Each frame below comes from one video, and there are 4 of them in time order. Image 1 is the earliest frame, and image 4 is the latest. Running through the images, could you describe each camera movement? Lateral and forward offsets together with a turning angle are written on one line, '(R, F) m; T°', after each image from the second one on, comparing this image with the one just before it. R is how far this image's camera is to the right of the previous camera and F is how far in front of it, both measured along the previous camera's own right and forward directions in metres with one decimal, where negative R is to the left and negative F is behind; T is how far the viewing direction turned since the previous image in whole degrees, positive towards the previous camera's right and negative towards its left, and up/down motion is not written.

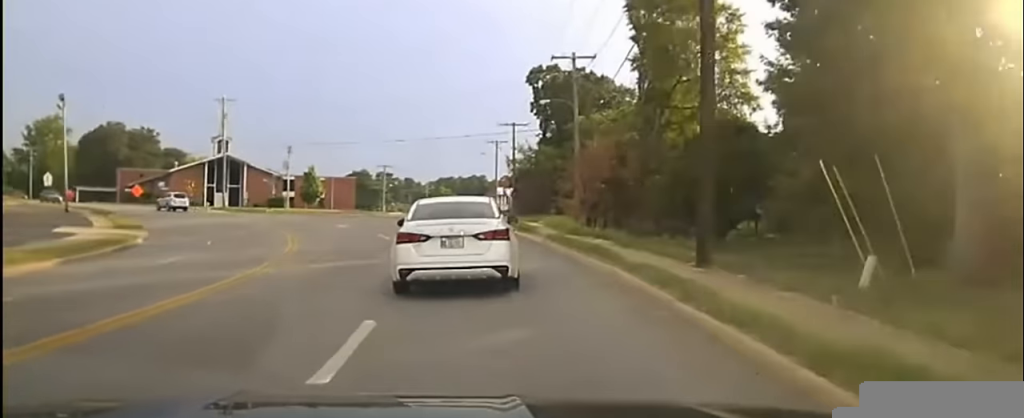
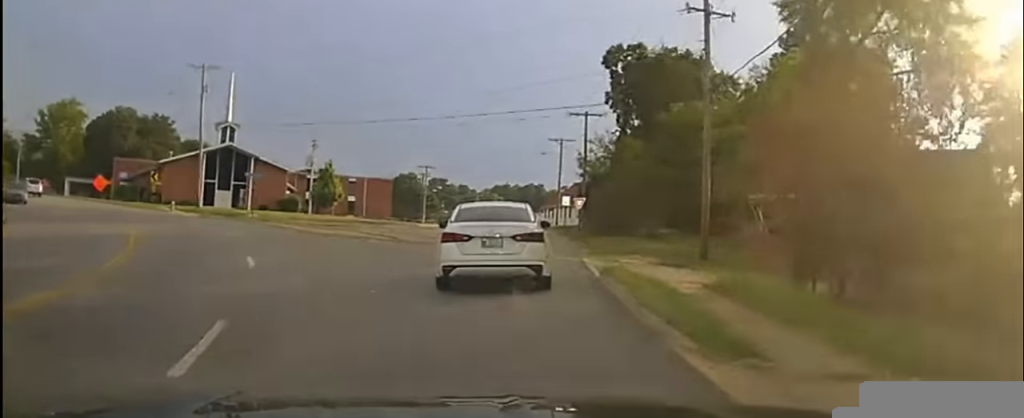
(-0.6, +27.2) m; -4°
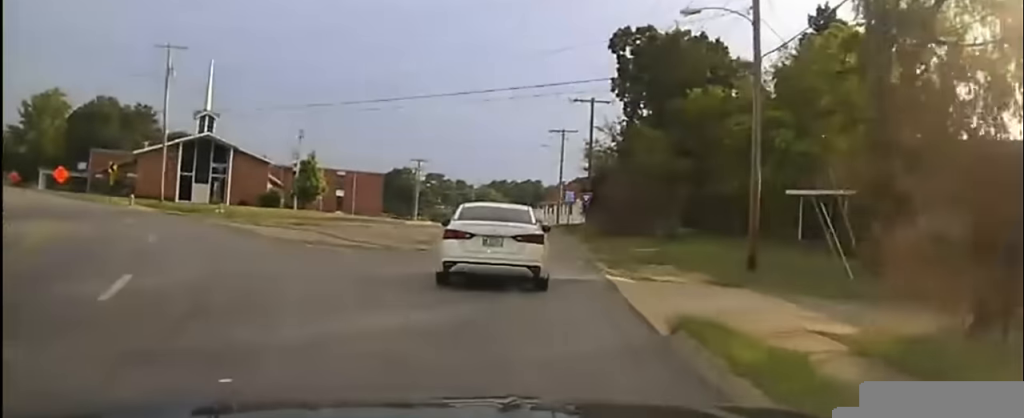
(-0.2, +7.2) m; -2°
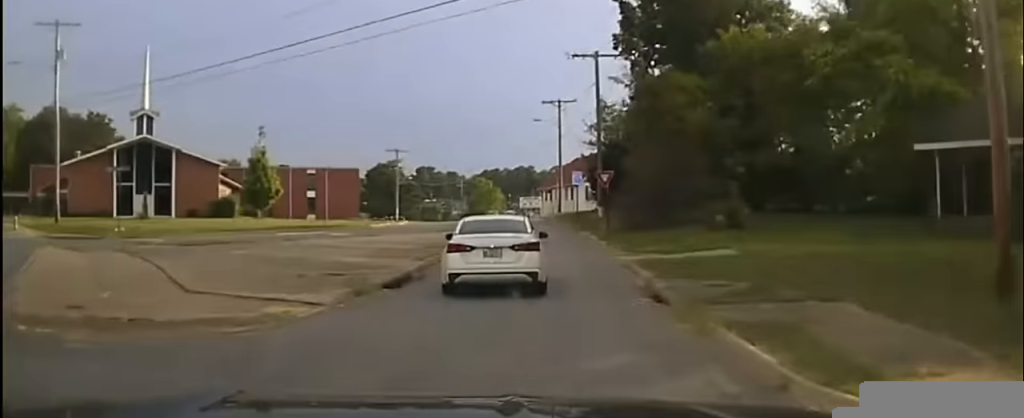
(-0.2, +15.0) m; +1°
